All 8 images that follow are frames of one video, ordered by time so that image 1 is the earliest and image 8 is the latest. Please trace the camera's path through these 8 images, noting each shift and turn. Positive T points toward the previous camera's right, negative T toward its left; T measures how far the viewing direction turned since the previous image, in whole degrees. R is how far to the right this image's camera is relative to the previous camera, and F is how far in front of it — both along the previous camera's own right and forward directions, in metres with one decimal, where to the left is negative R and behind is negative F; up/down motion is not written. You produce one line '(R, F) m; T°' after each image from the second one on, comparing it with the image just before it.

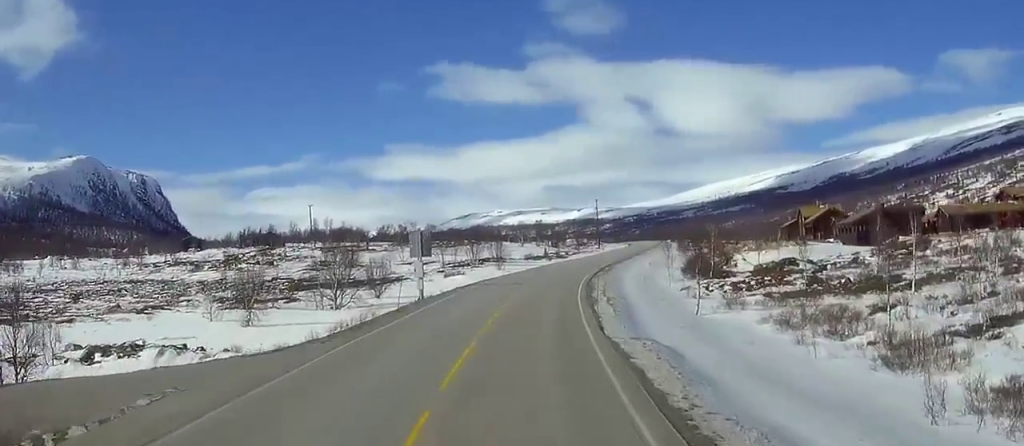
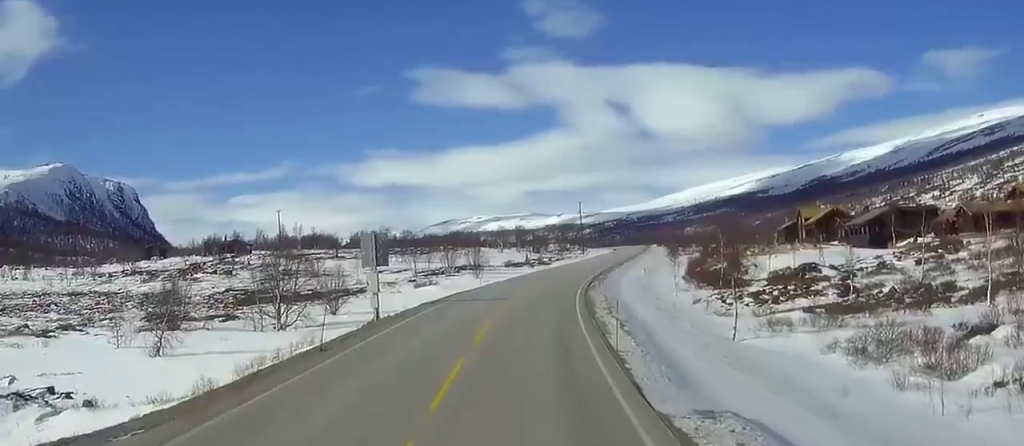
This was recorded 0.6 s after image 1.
(+0.2, +13.6) m; +1°
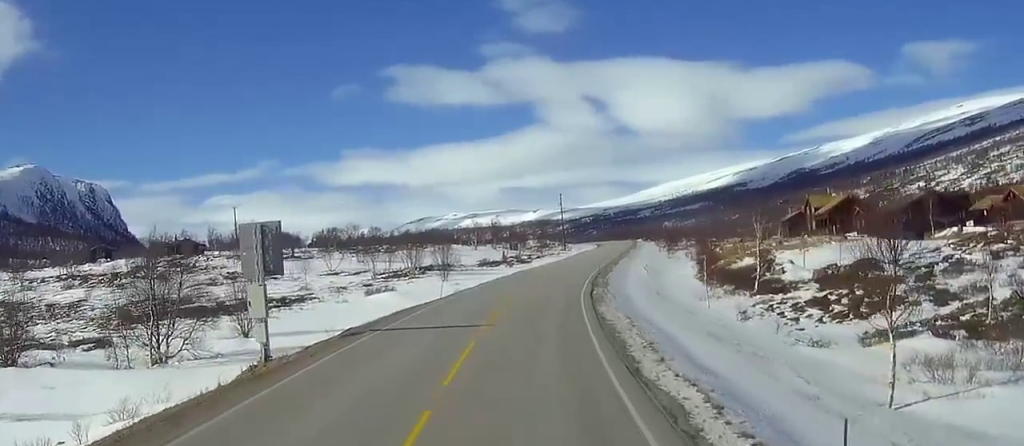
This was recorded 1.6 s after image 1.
(0.0, +20.4) m; 0°
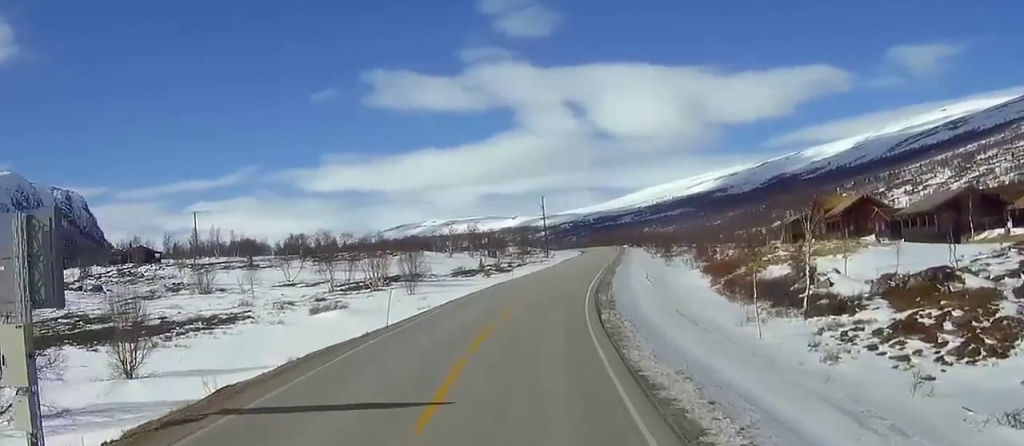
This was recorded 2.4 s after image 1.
(0.0, +16.0) m; +1°
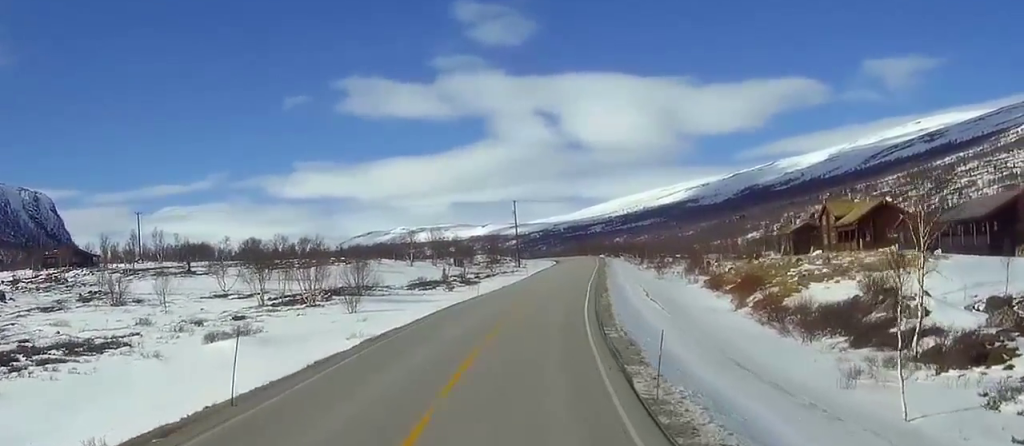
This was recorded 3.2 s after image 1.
(+0.3, +18.8) m; +2°
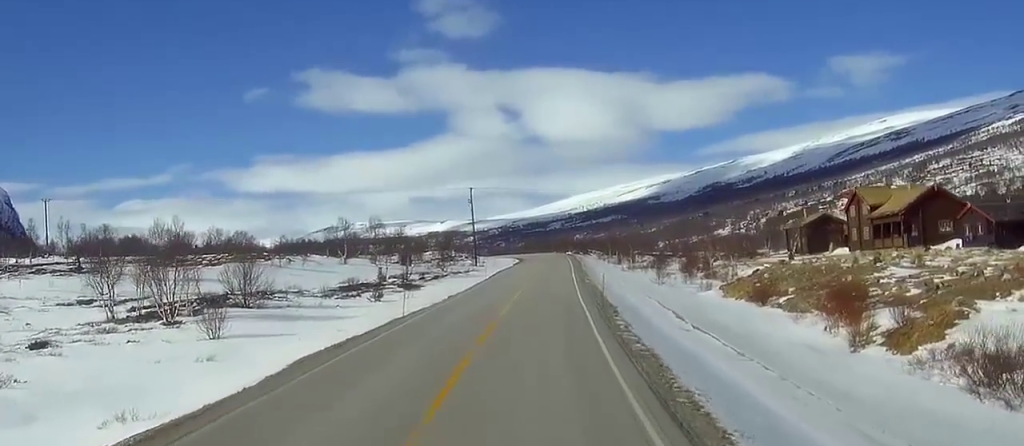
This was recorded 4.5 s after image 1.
(+0.6, +28.2) m; +3°
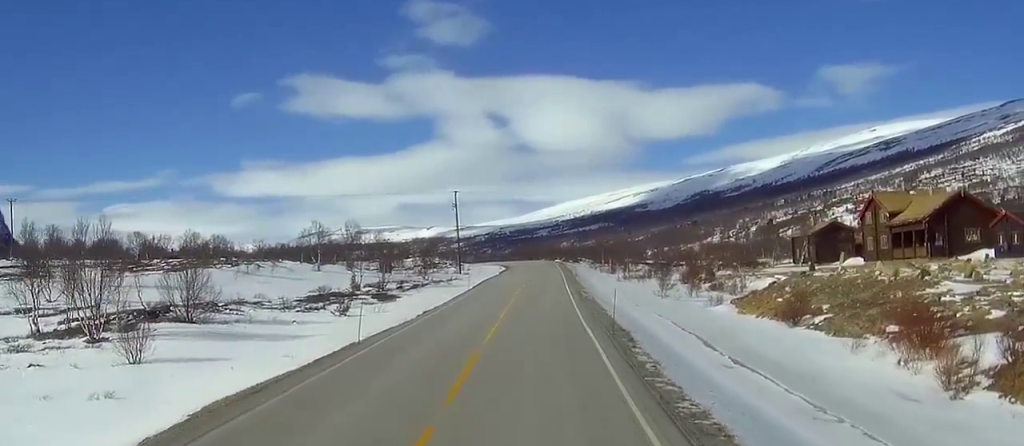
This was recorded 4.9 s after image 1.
(+0.1, +9.4) m; 0°
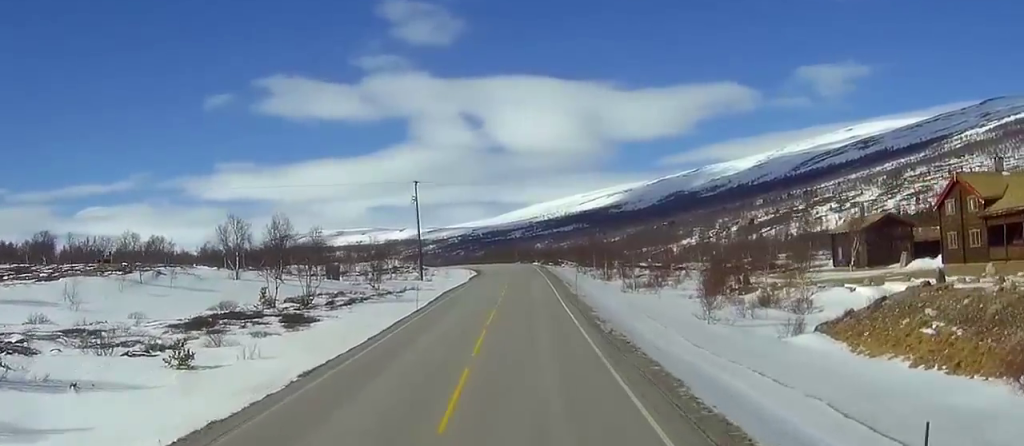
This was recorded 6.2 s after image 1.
(+0.2, +26.7) m; 0°
